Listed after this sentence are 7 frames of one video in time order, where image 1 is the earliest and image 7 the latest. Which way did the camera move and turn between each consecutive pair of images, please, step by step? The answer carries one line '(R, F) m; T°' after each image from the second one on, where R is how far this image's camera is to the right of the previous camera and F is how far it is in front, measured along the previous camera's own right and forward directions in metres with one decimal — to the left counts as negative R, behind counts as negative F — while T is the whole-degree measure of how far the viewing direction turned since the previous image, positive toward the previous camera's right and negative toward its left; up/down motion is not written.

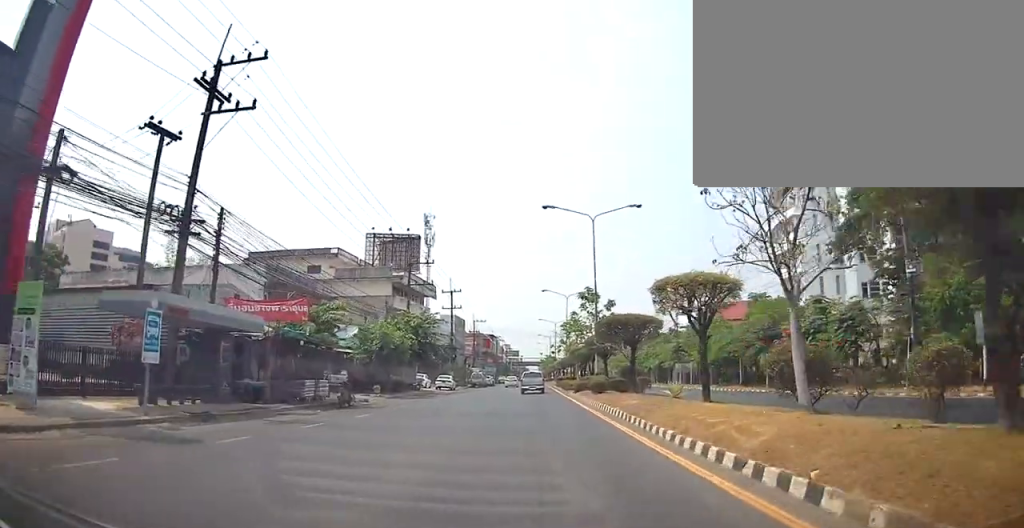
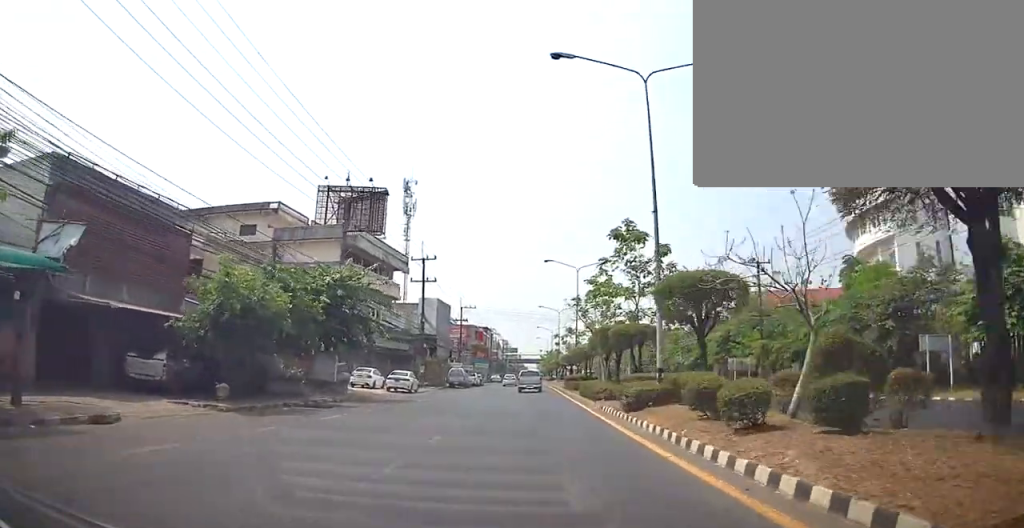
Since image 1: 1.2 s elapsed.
(0.0, +18.8) m; 0°
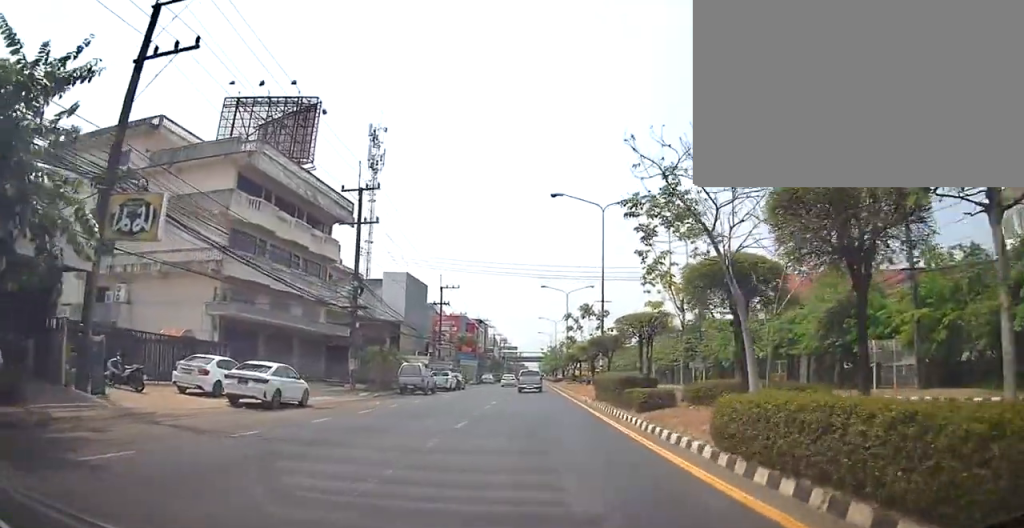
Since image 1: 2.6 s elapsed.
(+0.1, +20.9) m; +2°
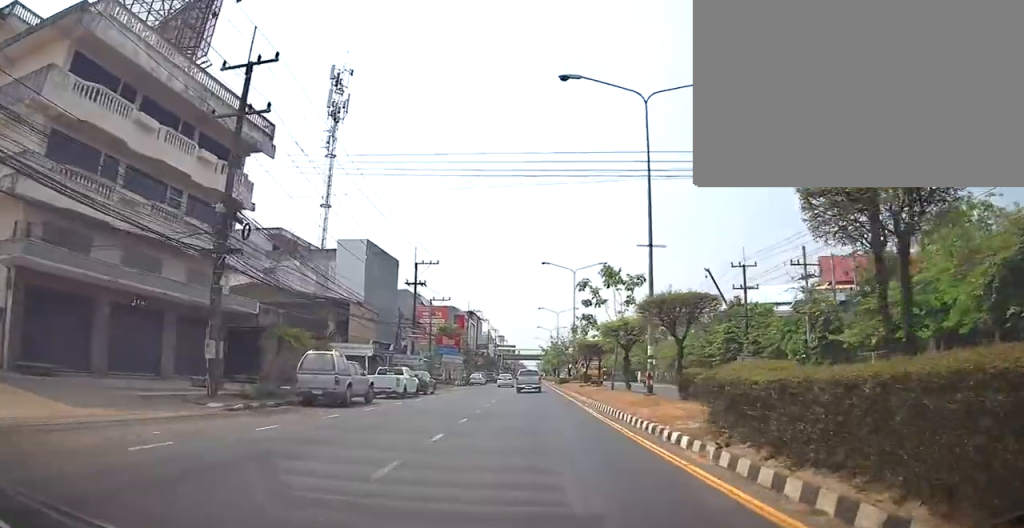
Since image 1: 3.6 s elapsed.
(+0.6, +15.3) m; +1°
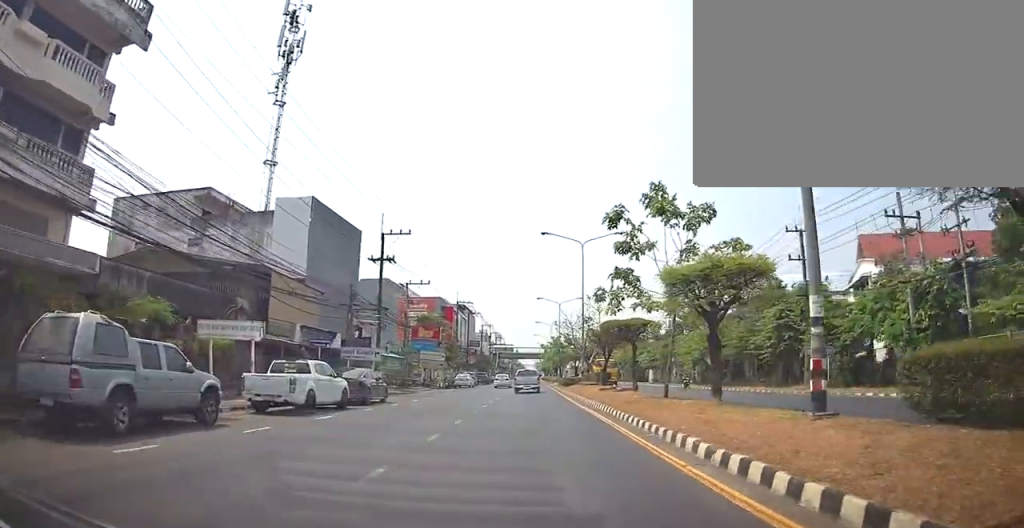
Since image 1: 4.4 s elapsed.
(0.0, +12.5) m; -1°
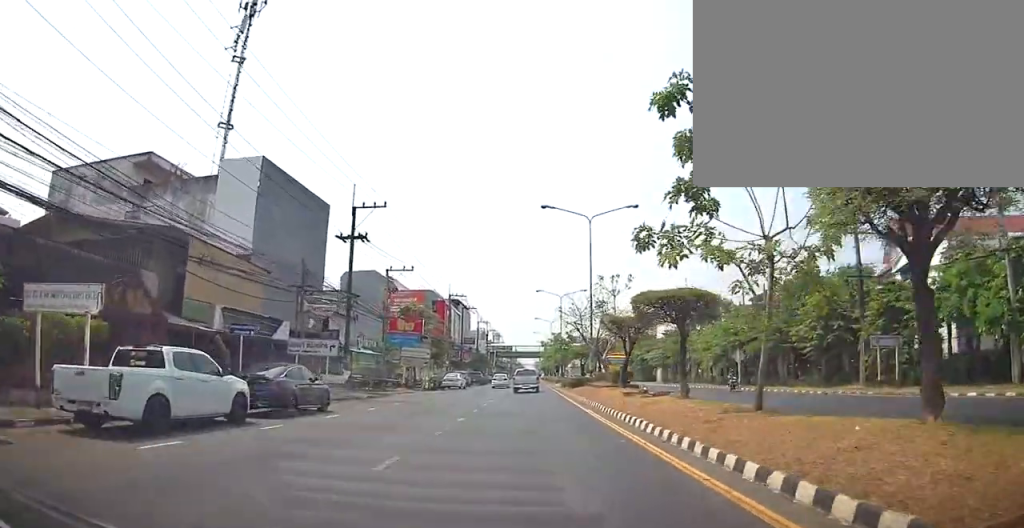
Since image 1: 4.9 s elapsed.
(-0.2, +7.6) m; -2°
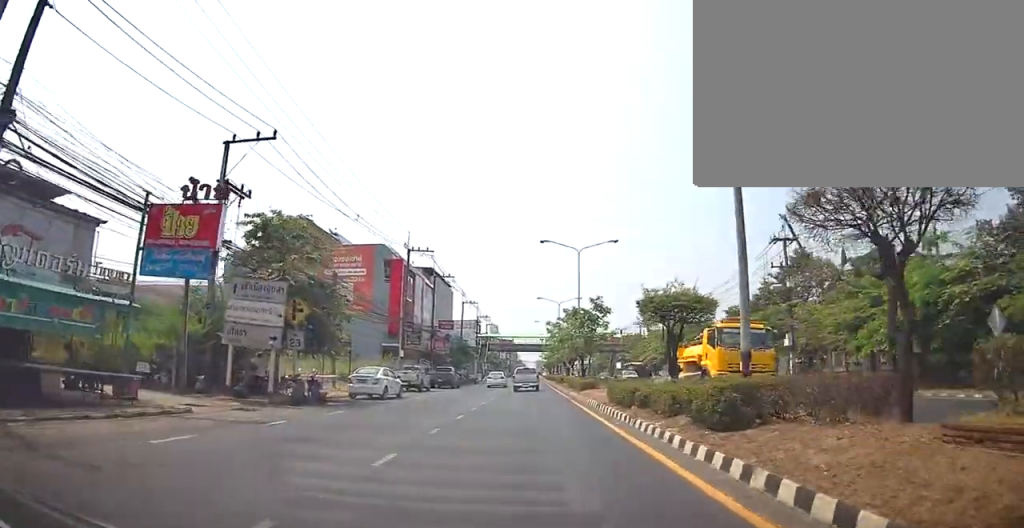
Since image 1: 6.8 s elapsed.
(+0.9, +28.8) m; +2°
